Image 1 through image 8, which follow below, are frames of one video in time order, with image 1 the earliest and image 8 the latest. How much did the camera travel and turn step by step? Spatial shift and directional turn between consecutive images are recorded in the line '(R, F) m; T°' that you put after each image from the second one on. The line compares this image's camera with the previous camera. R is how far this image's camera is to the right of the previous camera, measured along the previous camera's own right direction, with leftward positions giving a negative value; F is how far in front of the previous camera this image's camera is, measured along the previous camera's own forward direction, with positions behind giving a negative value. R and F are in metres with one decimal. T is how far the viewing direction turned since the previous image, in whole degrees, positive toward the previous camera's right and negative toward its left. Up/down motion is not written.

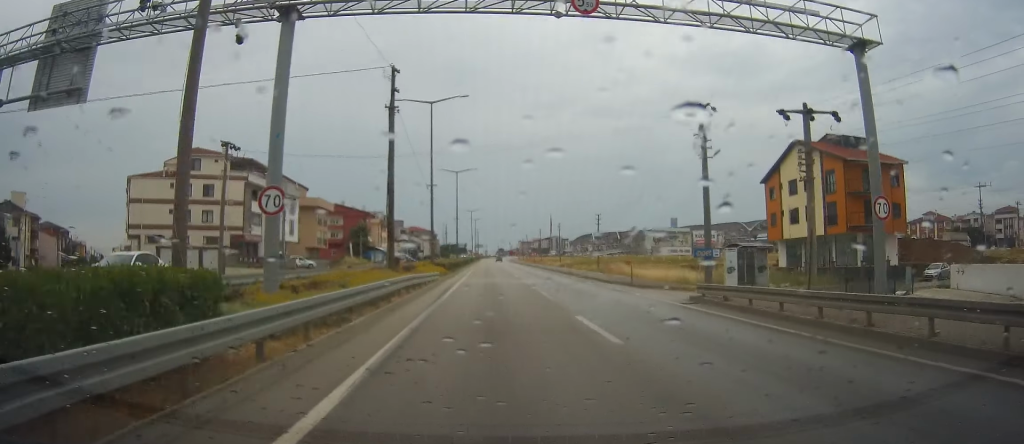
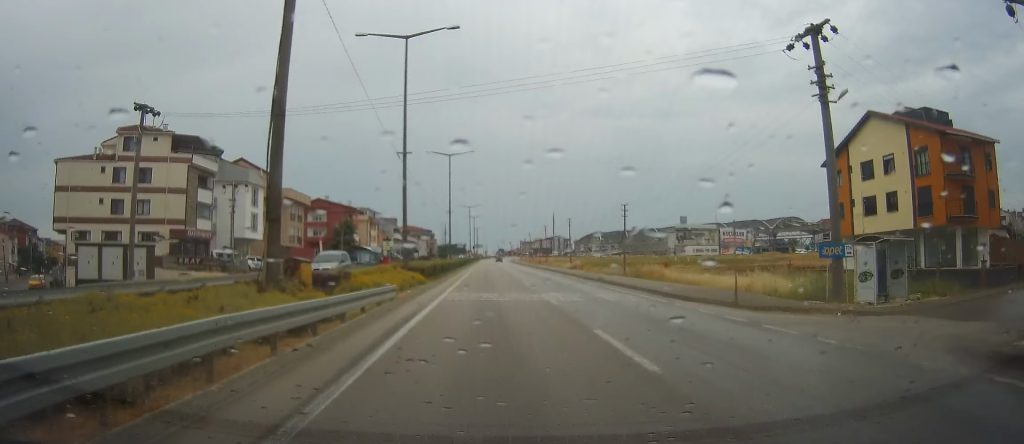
(-0.4, +15.1) m; +2°
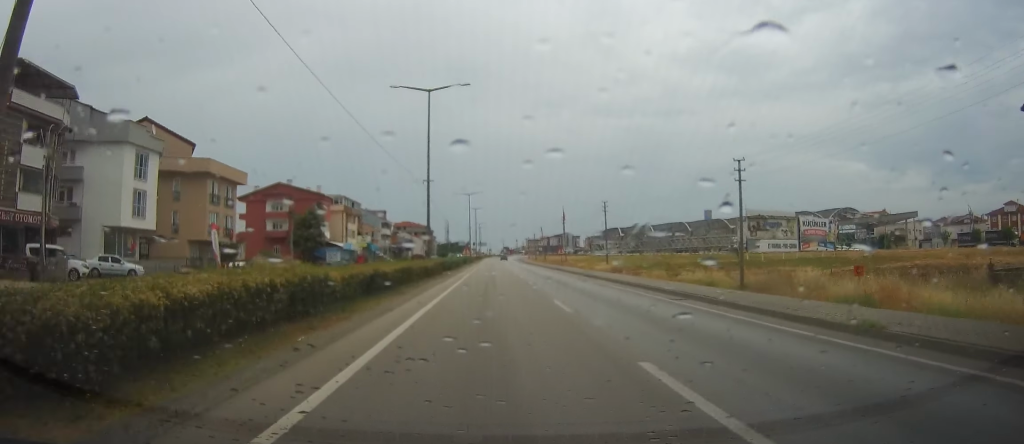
(+1.0, +28.9) m; +1°
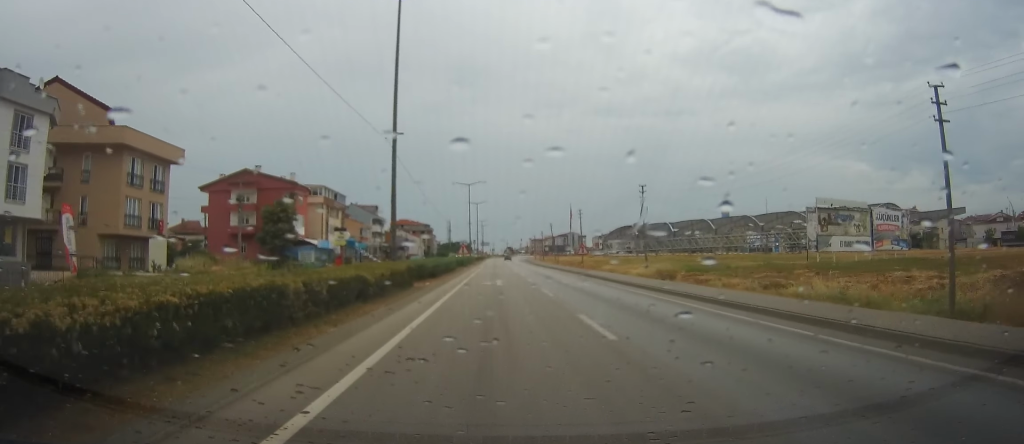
(-0.3, +17.2) m; -2°
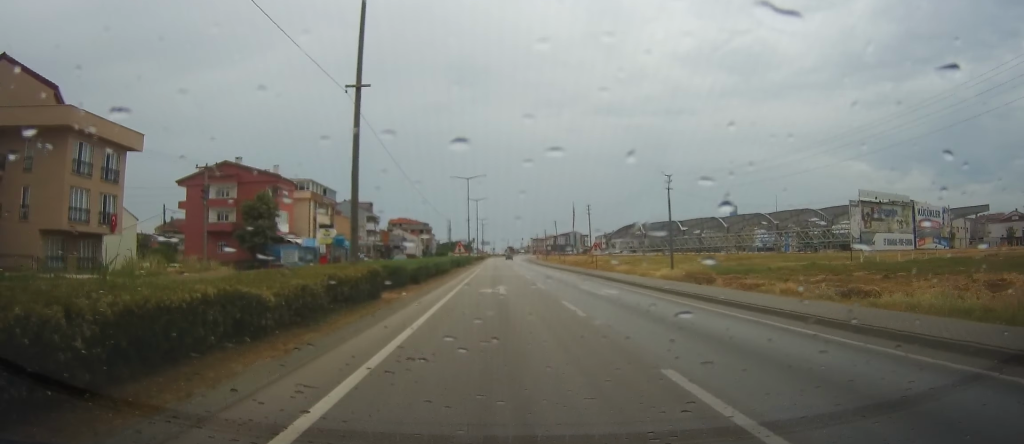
(+0.1, +7.7) m; -1°
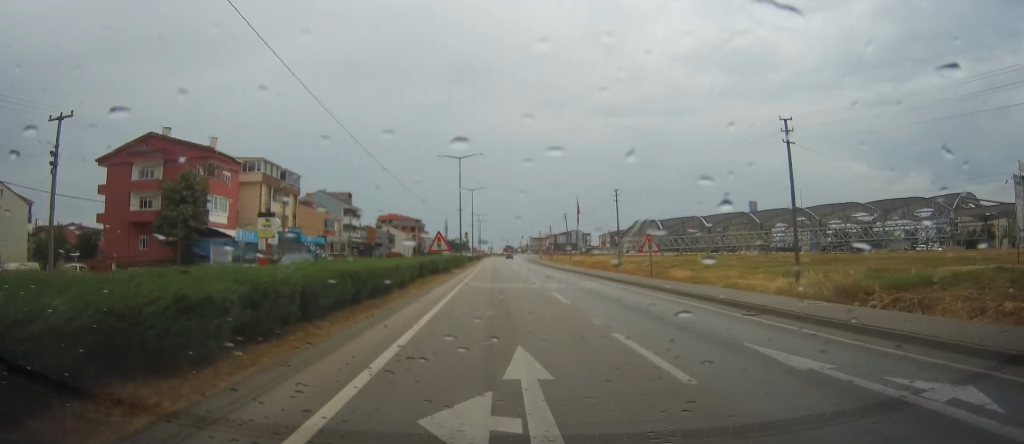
(-0.5, +20.9) m; 0°
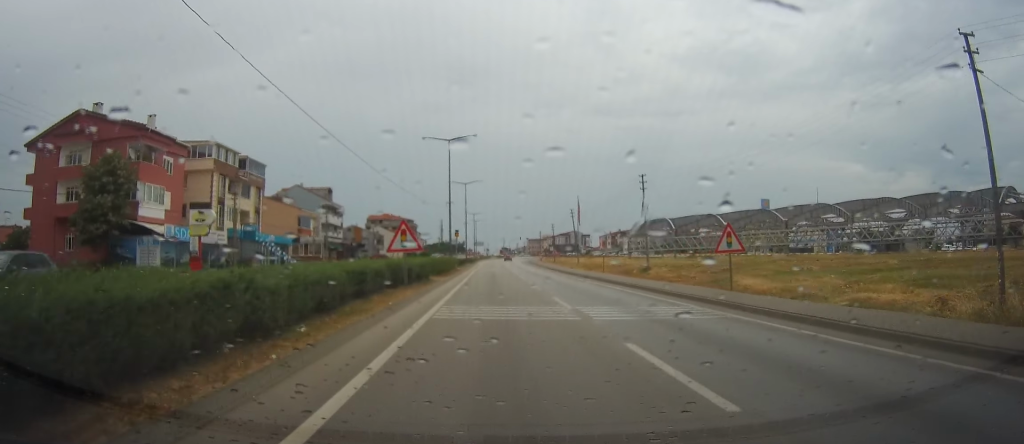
(+0.3, +13.4) m; +1°
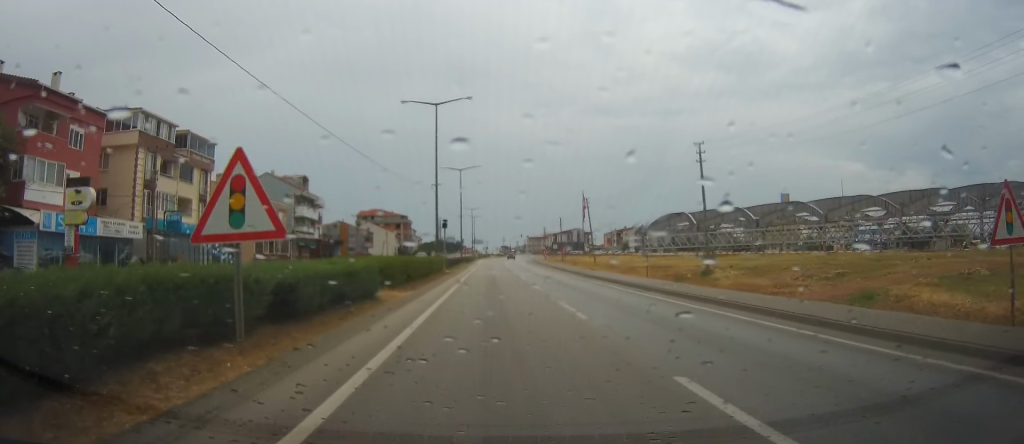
(+0.2, +15.0) m; +1°
